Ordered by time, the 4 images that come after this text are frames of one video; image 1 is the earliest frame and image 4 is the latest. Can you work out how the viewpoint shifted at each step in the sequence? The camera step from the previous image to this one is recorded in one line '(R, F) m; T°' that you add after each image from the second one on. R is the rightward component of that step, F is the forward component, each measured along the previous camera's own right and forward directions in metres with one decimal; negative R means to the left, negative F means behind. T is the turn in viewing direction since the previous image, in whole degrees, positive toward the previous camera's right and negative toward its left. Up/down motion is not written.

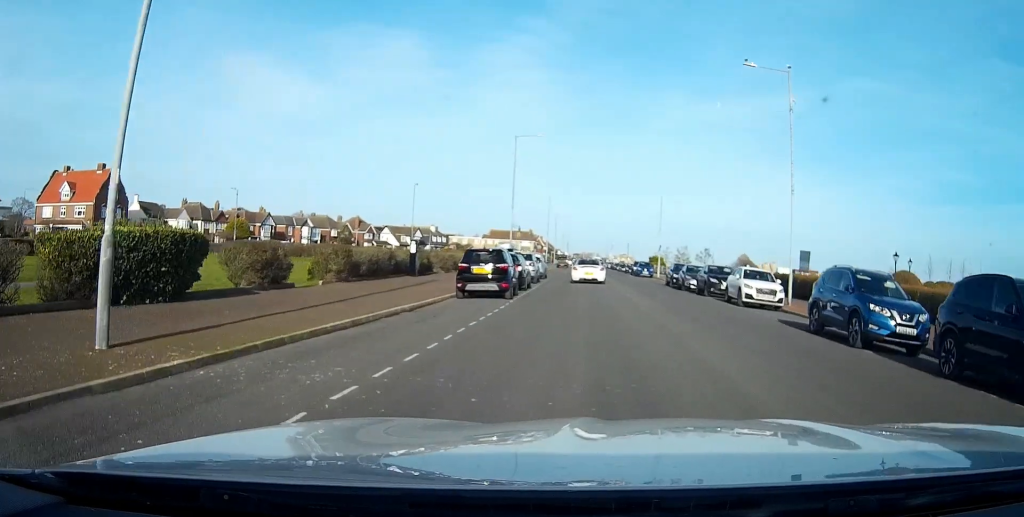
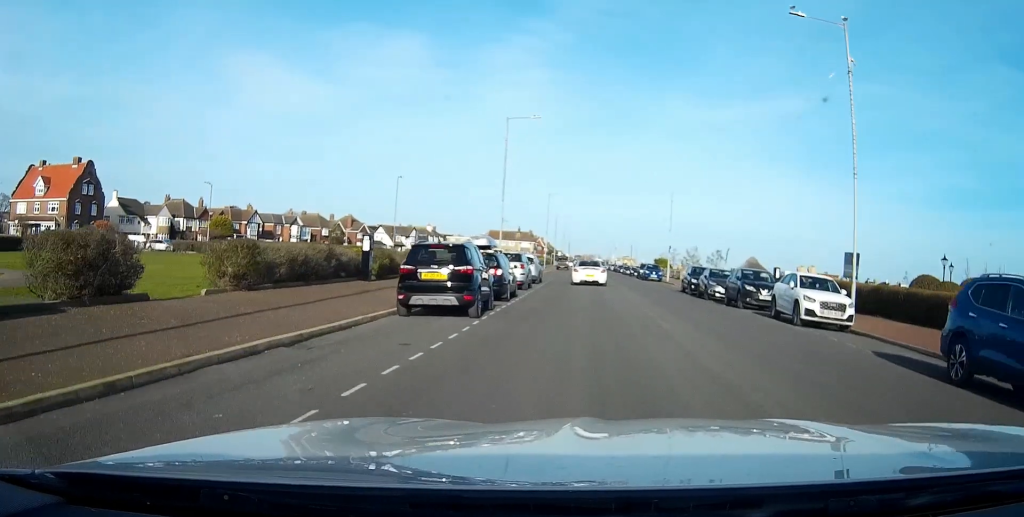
(0.0, +7.3) m; 0°
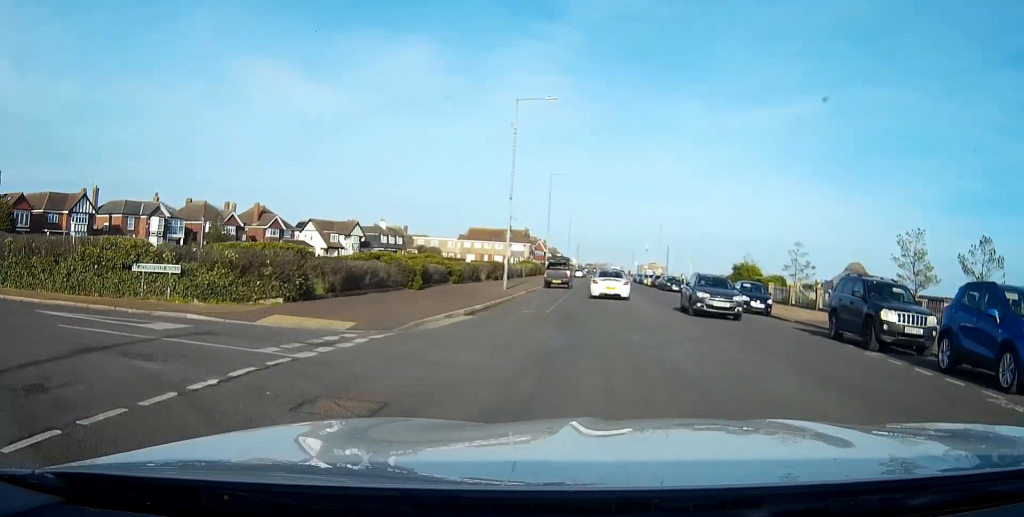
(-0.1, +60.1) m; +1°
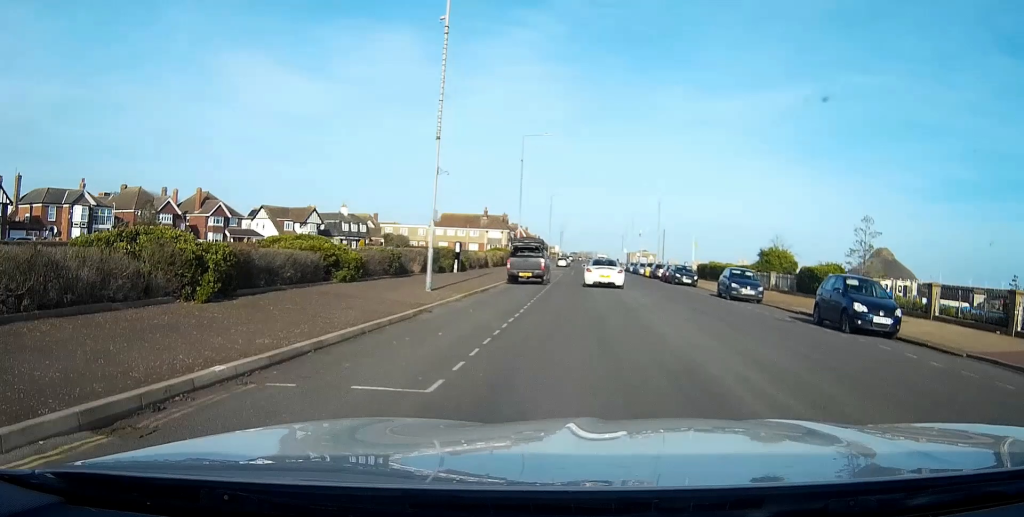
(+0.1, +15.8) m; +1°
